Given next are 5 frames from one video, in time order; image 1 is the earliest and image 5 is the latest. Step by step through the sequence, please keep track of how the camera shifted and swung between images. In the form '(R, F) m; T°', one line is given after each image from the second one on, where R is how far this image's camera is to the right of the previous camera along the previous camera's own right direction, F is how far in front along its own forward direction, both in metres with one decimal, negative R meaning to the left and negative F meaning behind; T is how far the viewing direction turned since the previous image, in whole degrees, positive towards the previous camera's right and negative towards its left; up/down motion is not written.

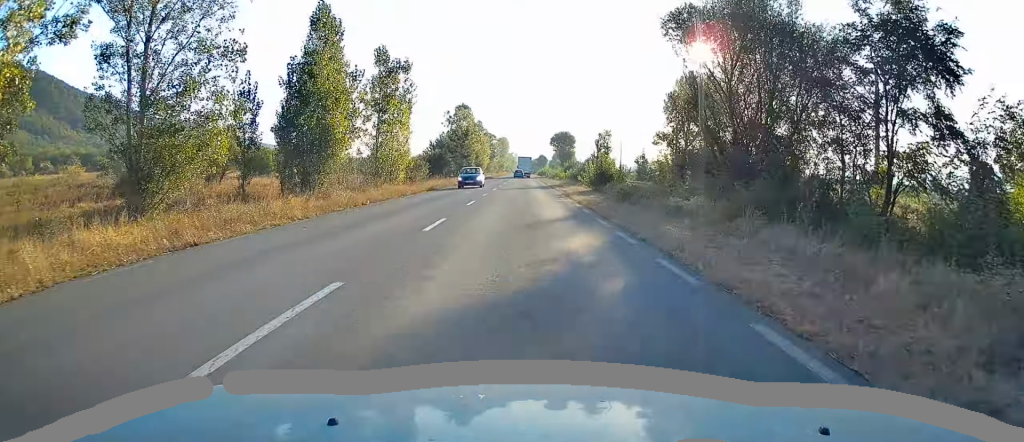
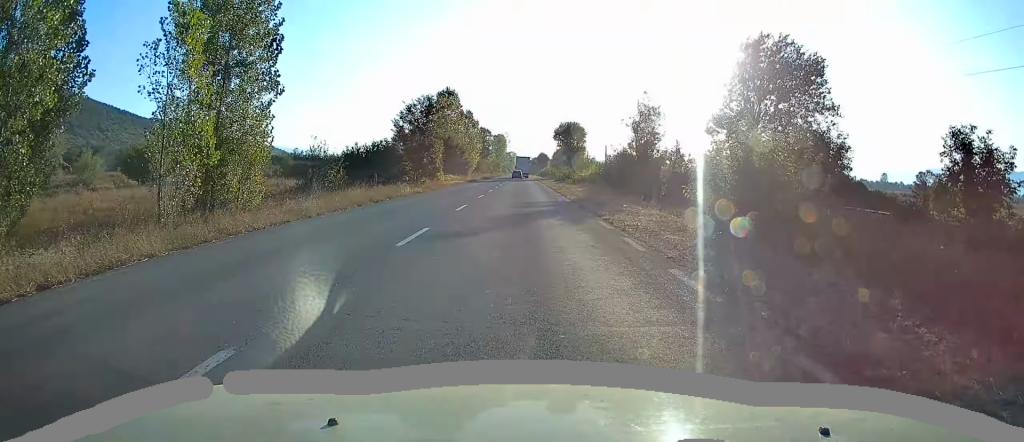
(-0.3, +29.2) m; 0°
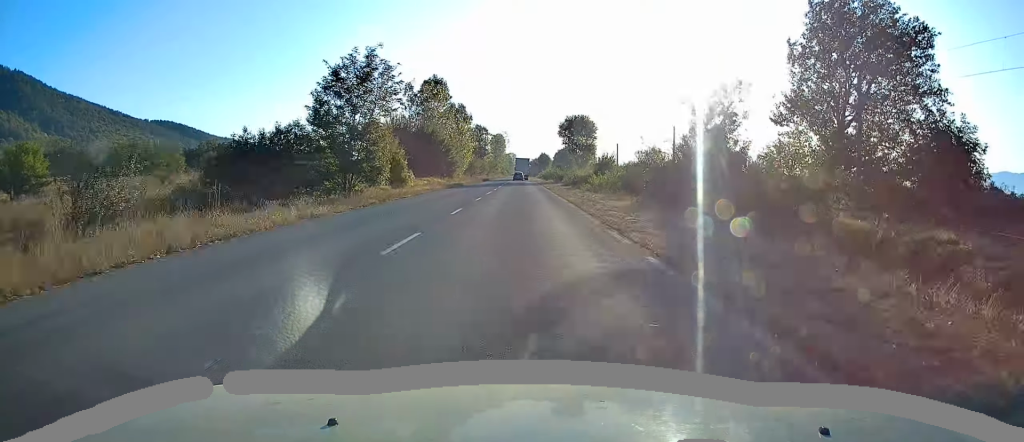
(+0.3, +18.7) m; 0°
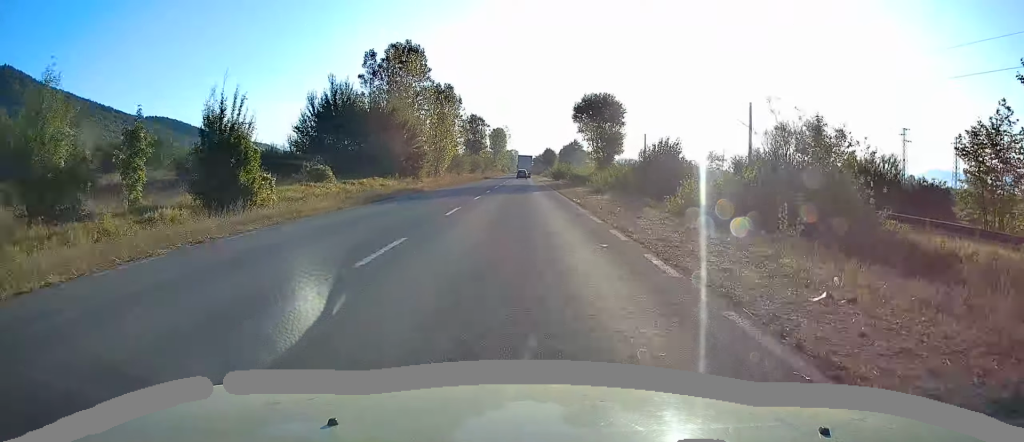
(-0.5, +27.9) m; -1°
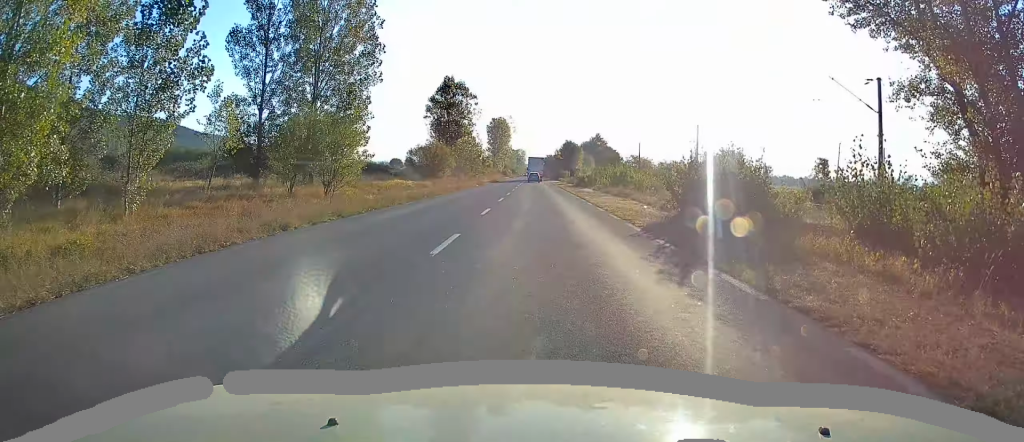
(+0.9, +69.9) m; +1°
